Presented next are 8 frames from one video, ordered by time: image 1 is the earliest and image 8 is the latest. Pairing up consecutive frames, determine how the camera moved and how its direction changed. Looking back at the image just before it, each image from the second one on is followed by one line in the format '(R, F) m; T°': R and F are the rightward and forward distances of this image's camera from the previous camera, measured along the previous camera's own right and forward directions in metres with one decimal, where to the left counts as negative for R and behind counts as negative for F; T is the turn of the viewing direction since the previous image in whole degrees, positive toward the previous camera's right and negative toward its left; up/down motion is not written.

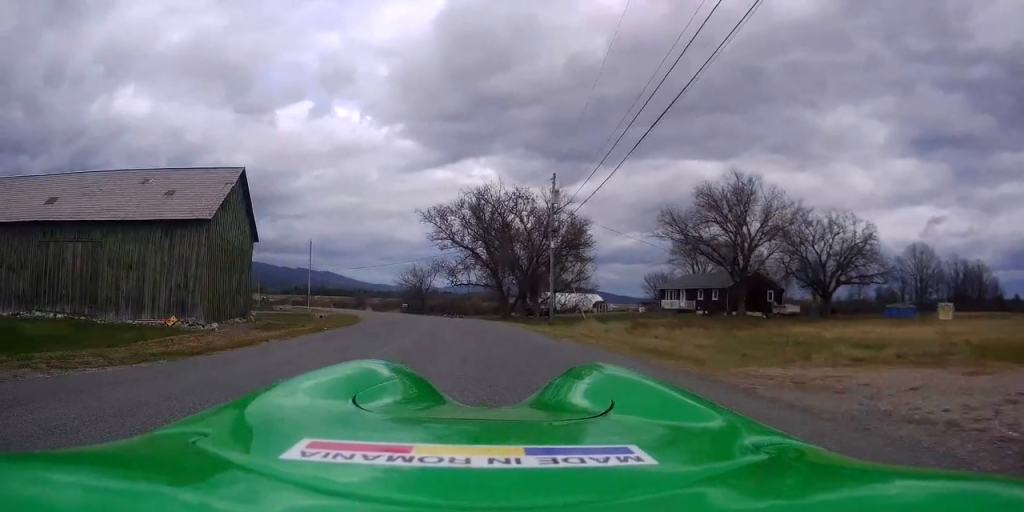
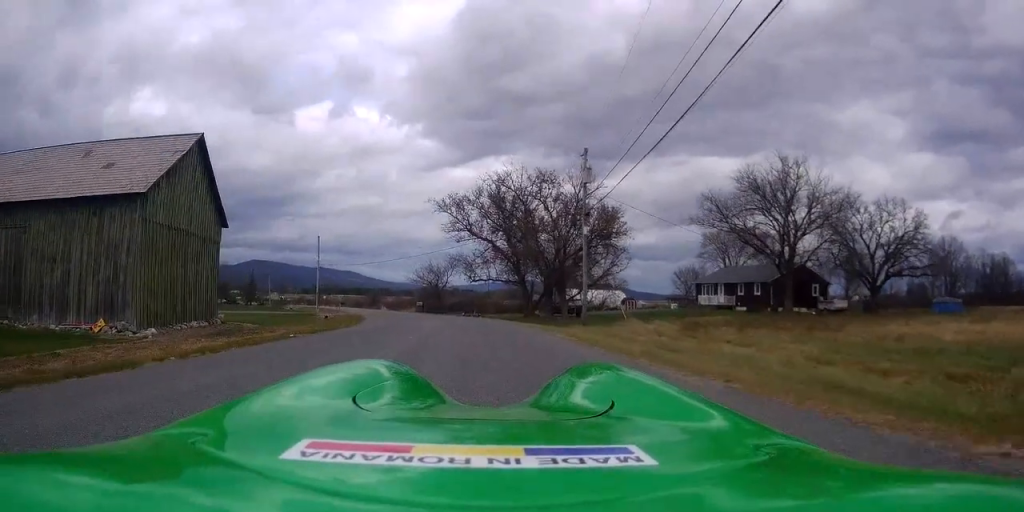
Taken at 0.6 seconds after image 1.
(-0.2, +6.0) m; -3°
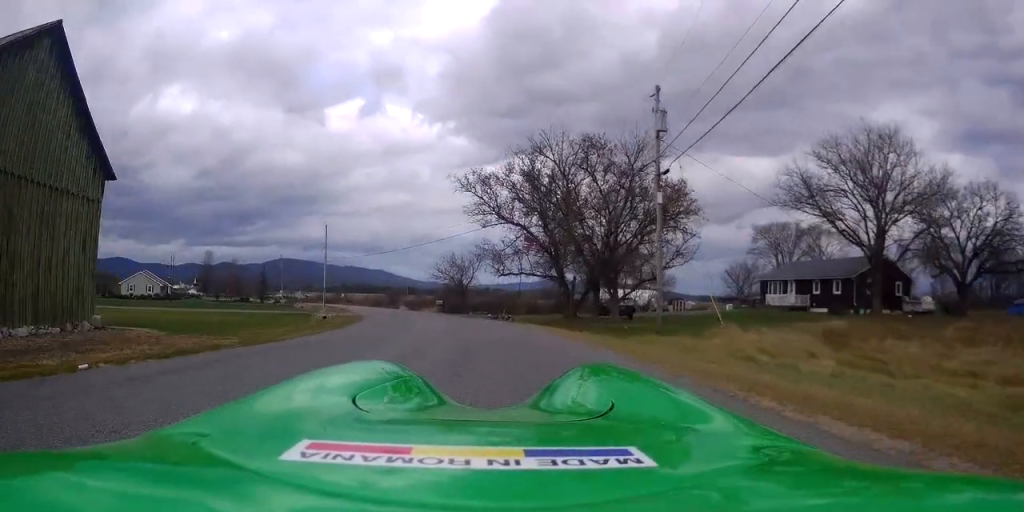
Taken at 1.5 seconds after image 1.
(-0.5, +10.1) m; -1°
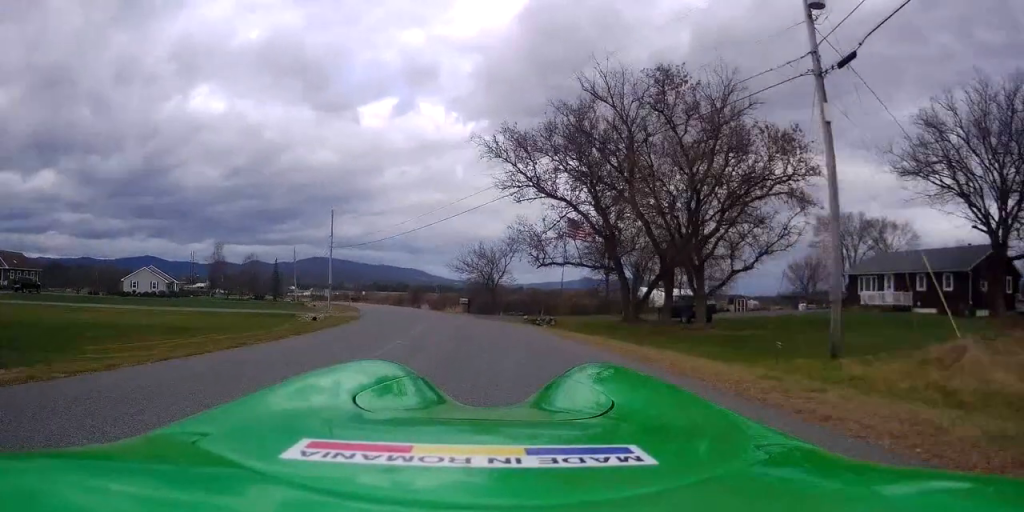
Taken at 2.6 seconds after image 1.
(+0.2, +11.0) m; -2°
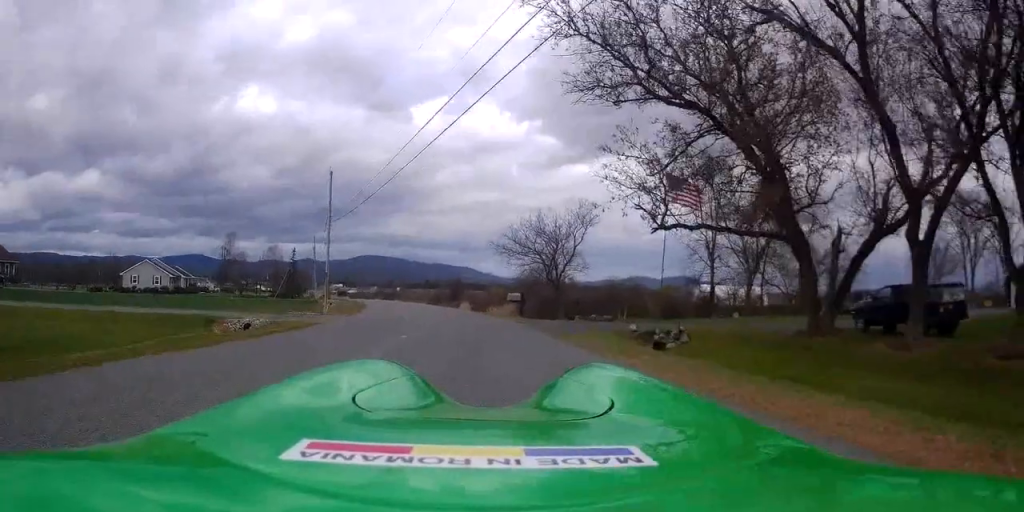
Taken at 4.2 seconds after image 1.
(-1.1, +17.3) m; -6°
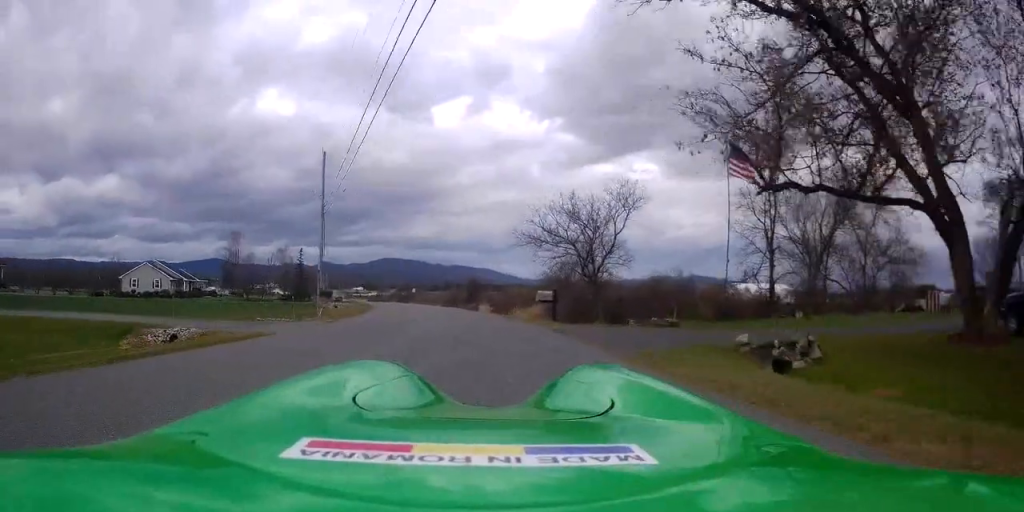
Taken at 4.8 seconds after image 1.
(+0.1, +6.7) m; -1°
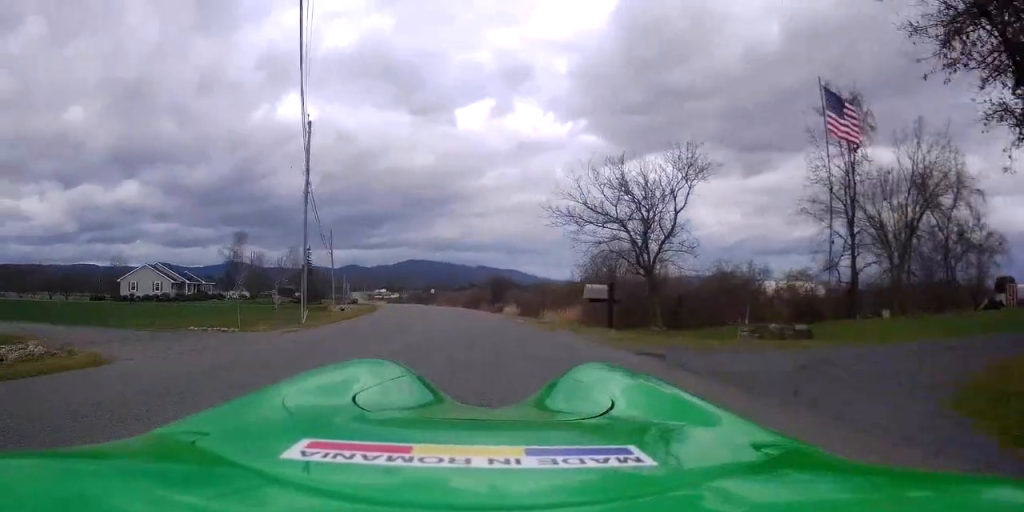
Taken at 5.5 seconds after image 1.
(-0.3, +7.3) m; -3°
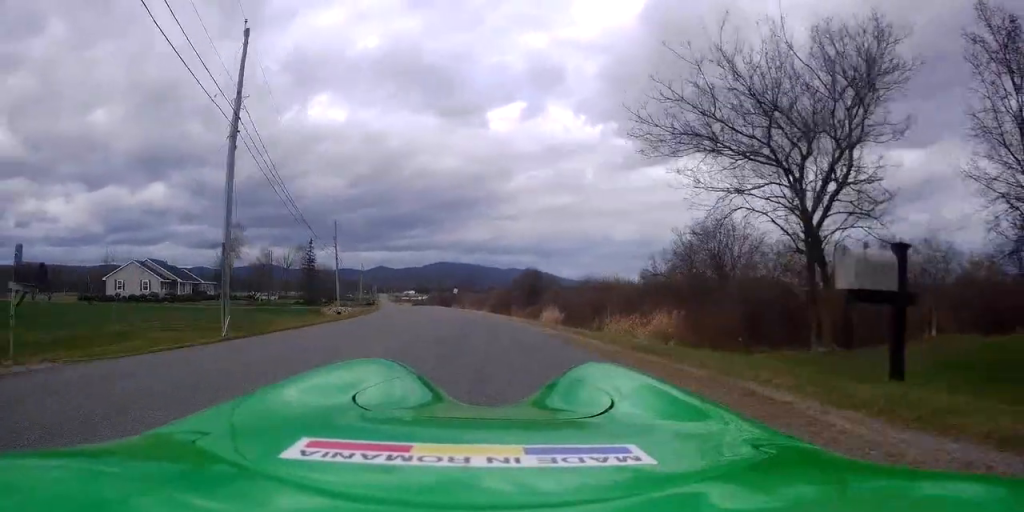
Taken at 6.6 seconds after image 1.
(-0.5, +11.9) m; -3°
